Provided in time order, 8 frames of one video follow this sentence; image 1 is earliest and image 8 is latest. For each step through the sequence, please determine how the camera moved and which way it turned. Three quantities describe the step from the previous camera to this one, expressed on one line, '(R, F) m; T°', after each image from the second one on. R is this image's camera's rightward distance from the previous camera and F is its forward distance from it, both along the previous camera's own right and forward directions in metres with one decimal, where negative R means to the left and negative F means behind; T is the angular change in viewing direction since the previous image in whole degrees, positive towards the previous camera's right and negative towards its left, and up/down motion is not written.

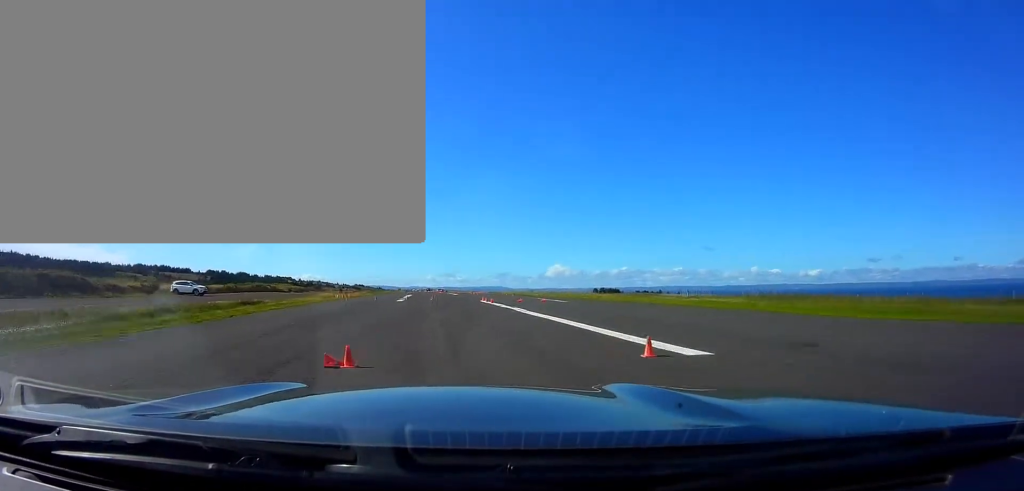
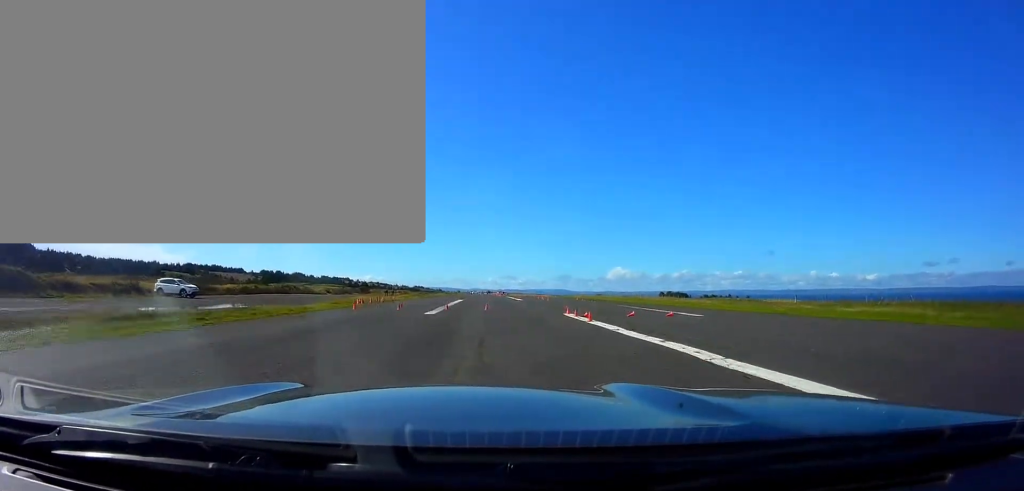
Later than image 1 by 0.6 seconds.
(-0.4, +14.6) m; +2°
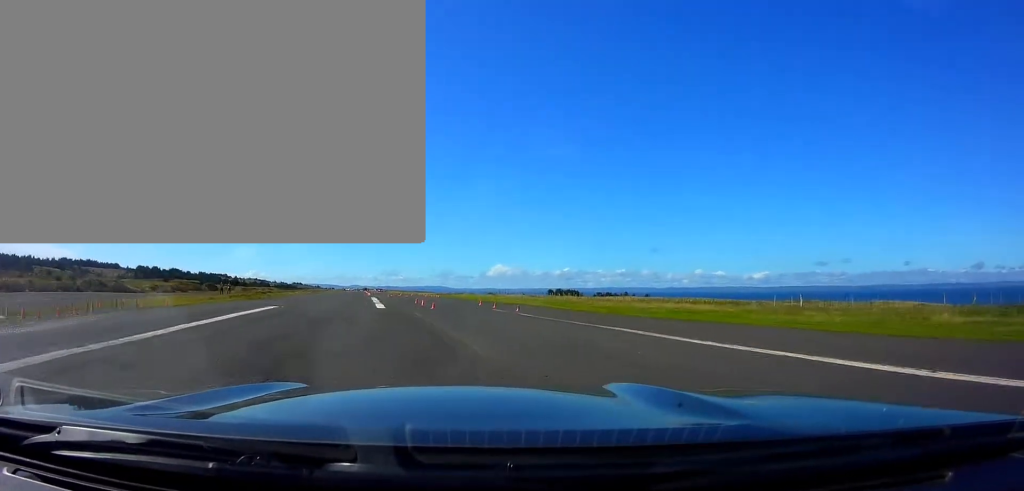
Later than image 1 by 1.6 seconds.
(+1.6, +25.8) m; -1°
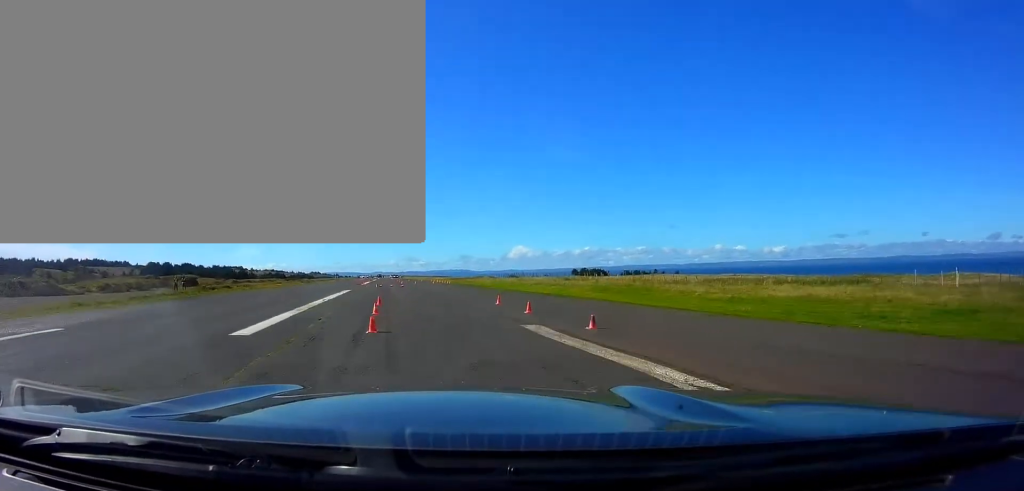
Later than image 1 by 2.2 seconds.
(-1.1, +16.6) m; -4°
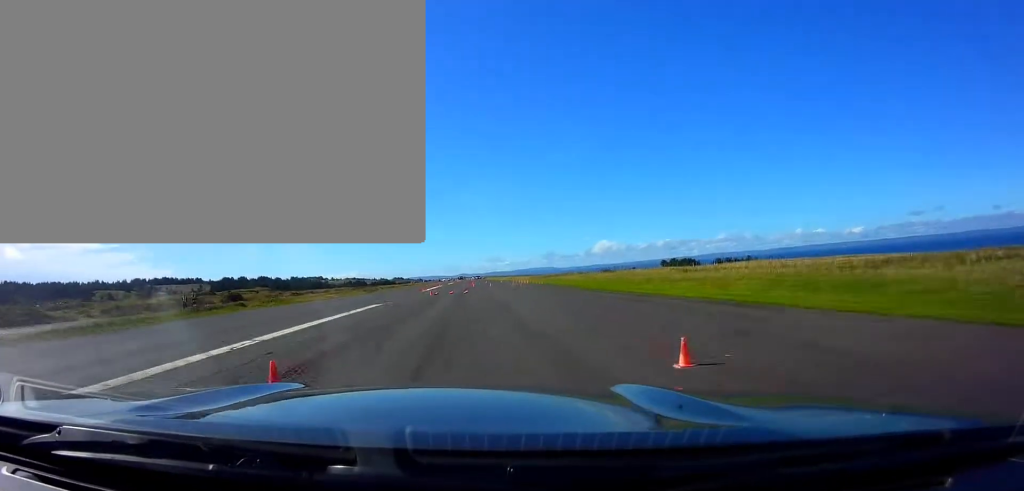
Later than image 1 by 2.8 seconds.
(-0.5, +15.2) m; -1°
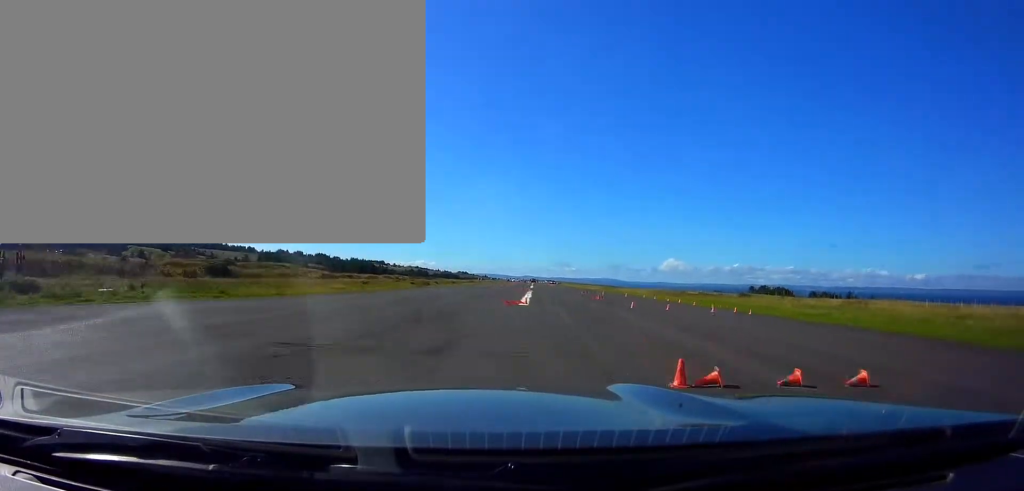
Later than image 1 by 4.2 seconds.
(+0.4, +32.9) m; +5°
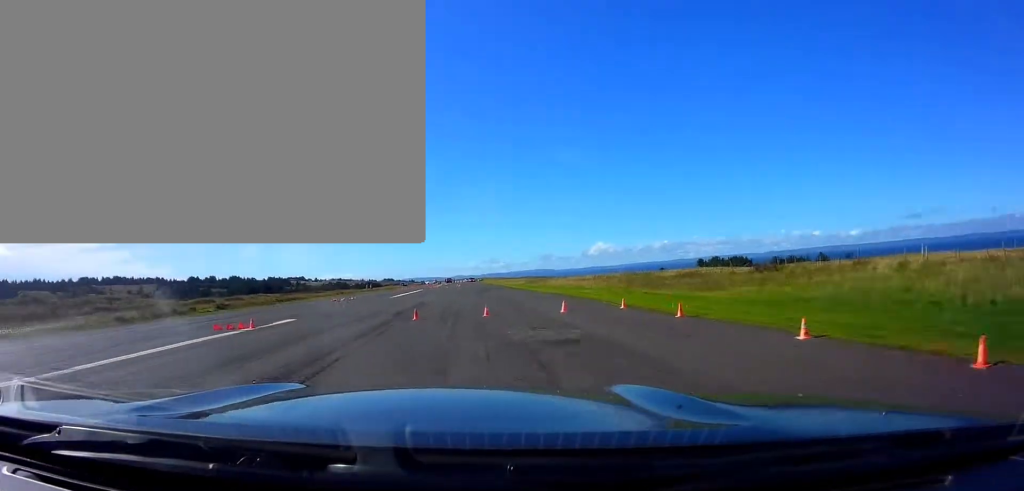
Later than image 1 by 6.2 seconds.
(+2.1, +39.6) m; 0°
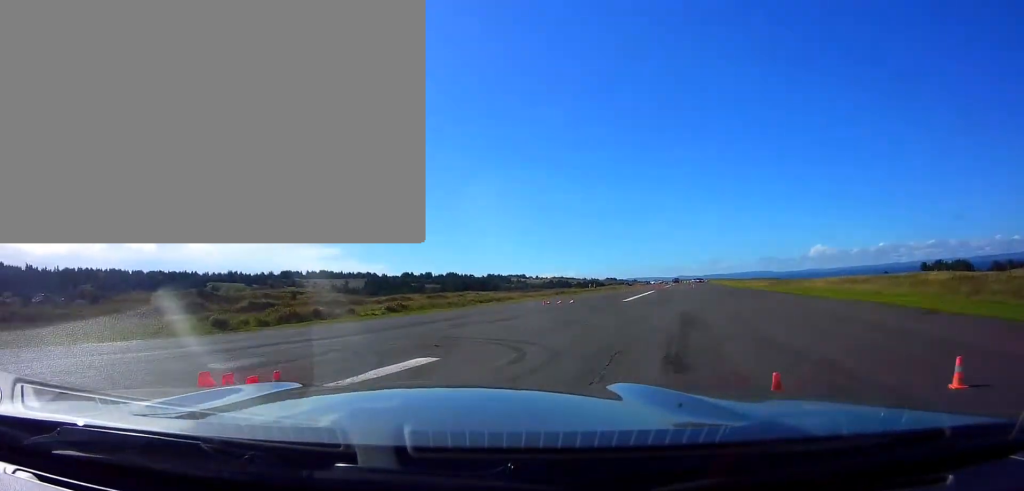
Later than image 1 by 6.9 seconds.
(-0.4, +13.2) m; -4°
